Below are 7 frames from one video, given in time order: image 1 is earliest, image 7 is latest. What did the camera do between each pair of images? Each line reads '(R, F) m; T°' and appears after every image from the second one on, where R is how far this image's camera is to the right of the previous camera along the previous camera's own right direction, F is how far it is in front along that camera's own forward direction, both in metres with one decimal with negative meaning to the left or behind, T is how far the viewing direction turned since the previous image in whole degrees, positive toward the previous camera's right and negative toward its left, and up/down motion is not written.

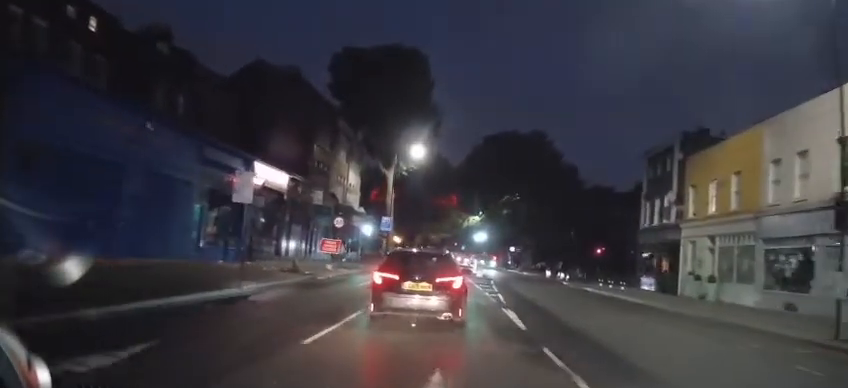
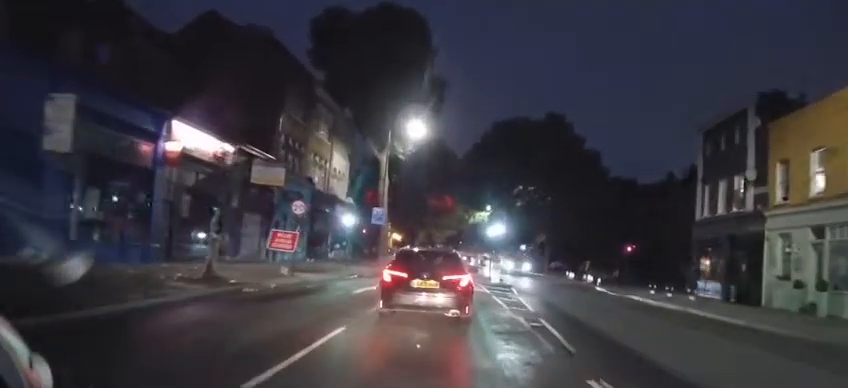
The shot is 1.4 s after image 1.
(0.0, +8.4) m; 0°
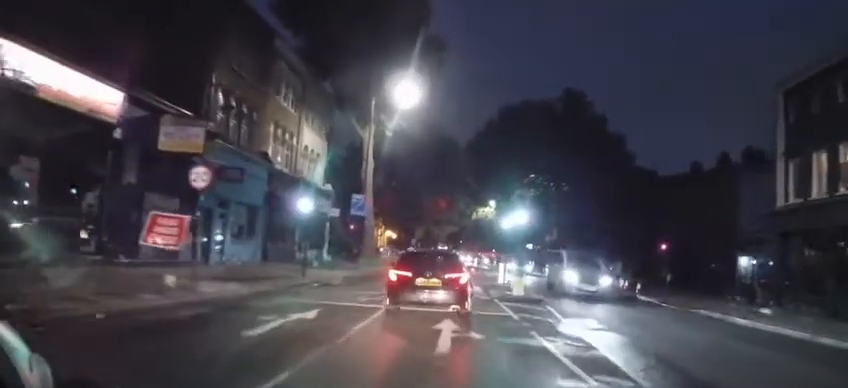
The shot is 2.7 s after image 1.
(0.0, +8.1) m; 0°
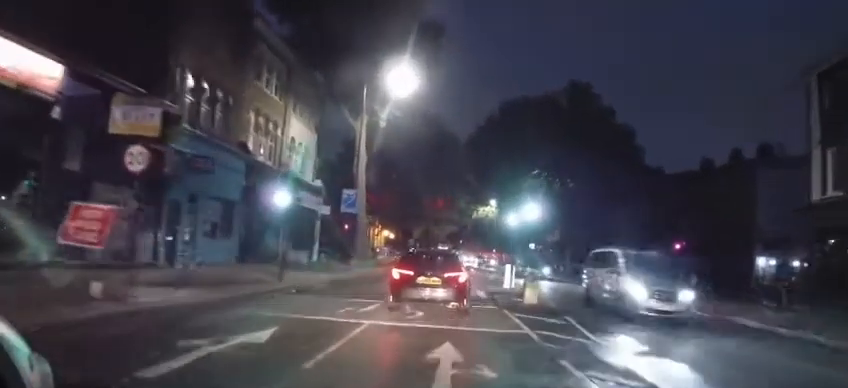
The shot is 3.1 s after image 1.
(0.0, +2.7) m; 0°
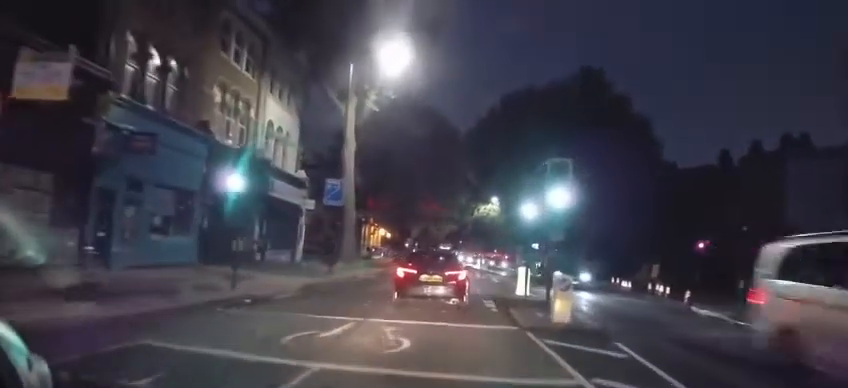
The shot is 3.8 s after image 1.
(0.0, +4.2) m; 0°
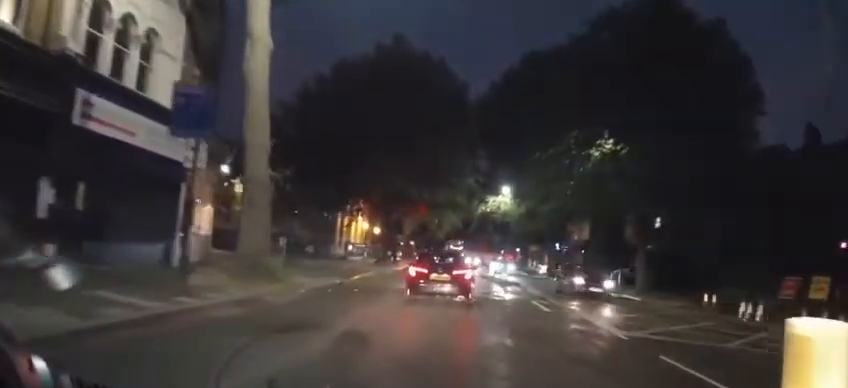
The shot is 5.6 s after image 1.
(-0.1, +13.7) m; 0°
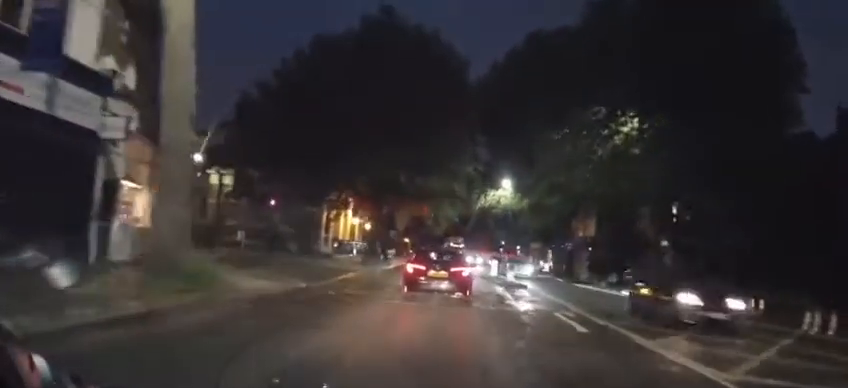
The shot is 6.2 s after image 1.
(-0.1, +4.1) m; +1°
